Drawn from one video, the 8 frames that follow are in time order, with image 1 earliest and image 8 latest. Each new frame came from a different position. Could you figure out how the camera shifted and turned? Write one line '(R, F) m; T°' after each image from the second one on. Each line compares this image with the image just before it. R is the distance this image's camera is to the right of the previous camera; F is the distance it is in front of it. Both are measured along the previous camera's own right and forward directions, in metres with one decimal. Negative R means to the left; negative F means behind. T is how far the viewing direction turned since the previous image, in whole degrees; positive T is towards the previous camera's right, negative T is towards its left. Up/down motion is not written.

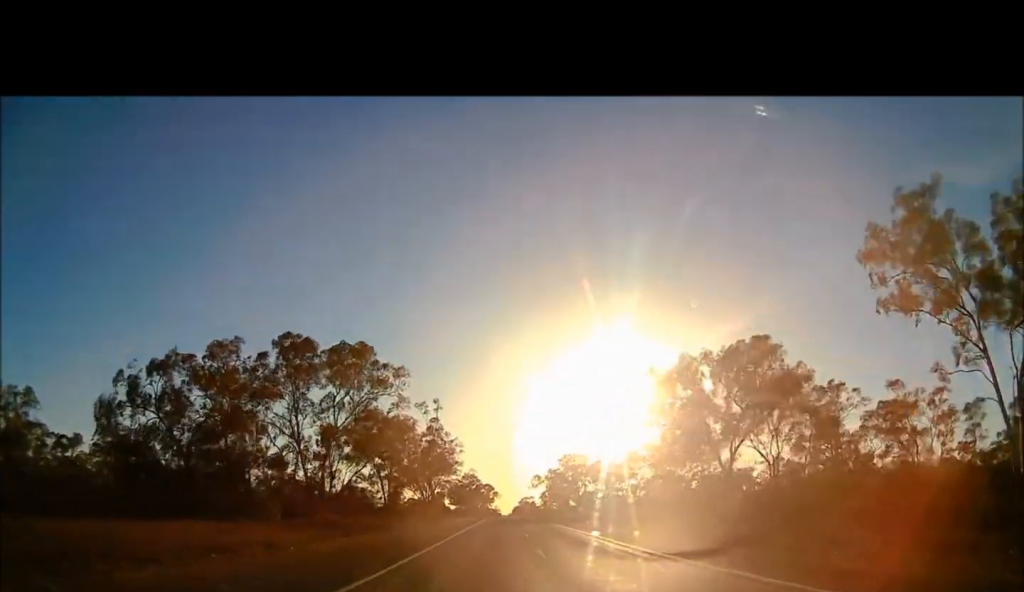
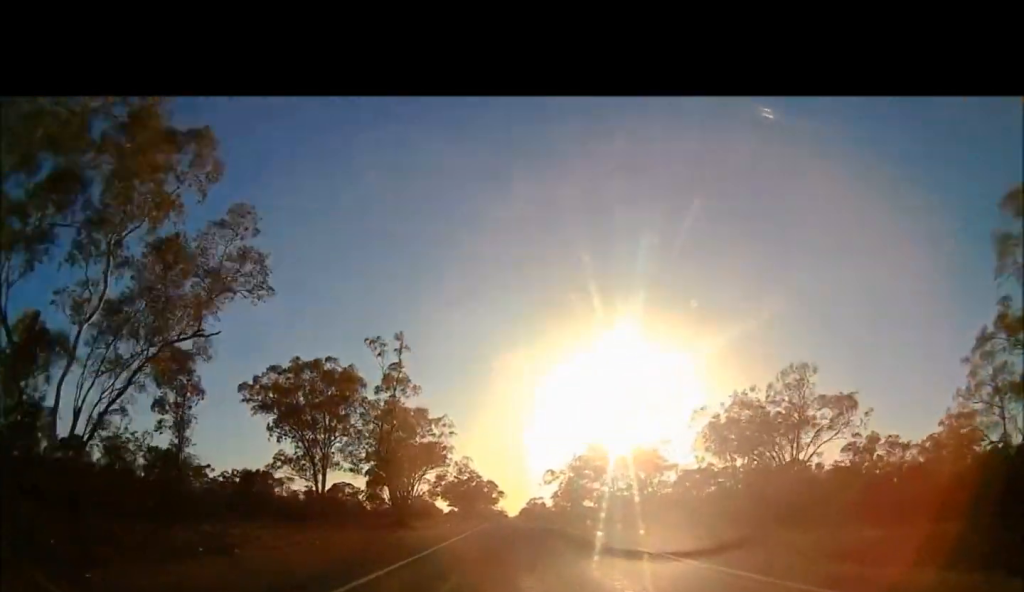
(0.0, +44.5) m; 0°
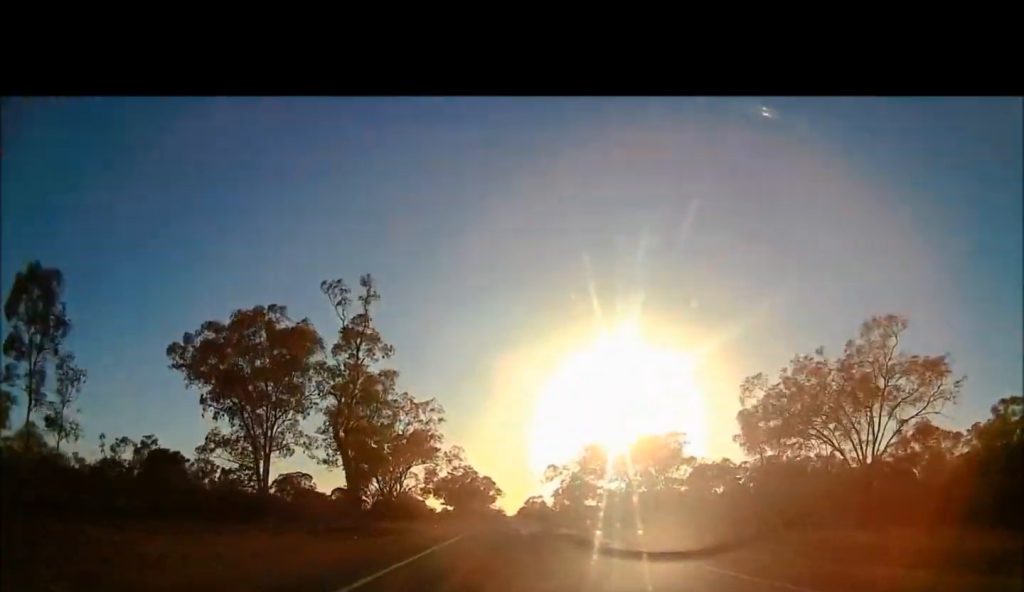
(0.0, +16.9) m; 0°
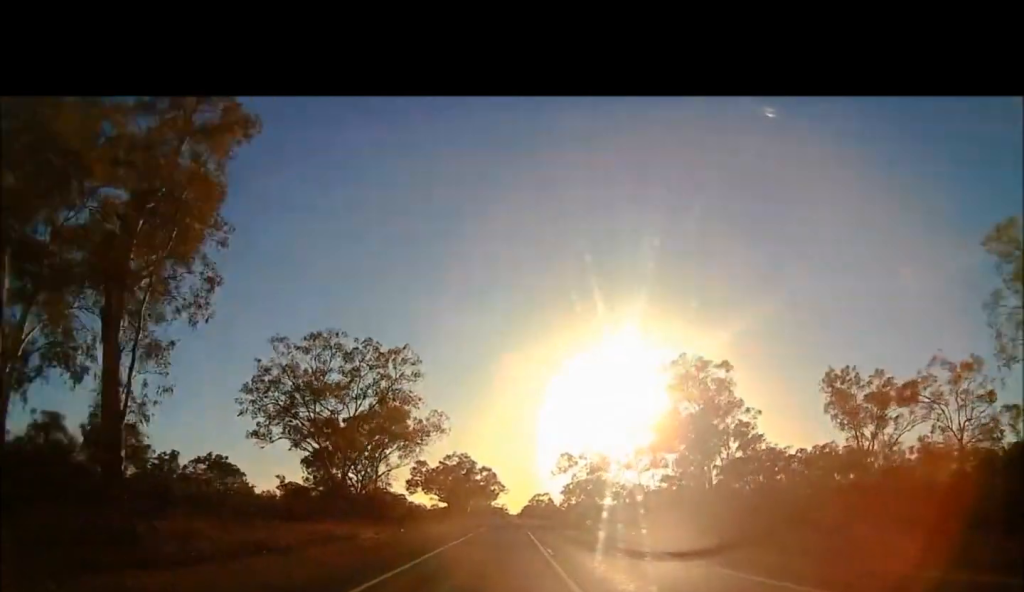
(0.0, +31.8) m; 0°
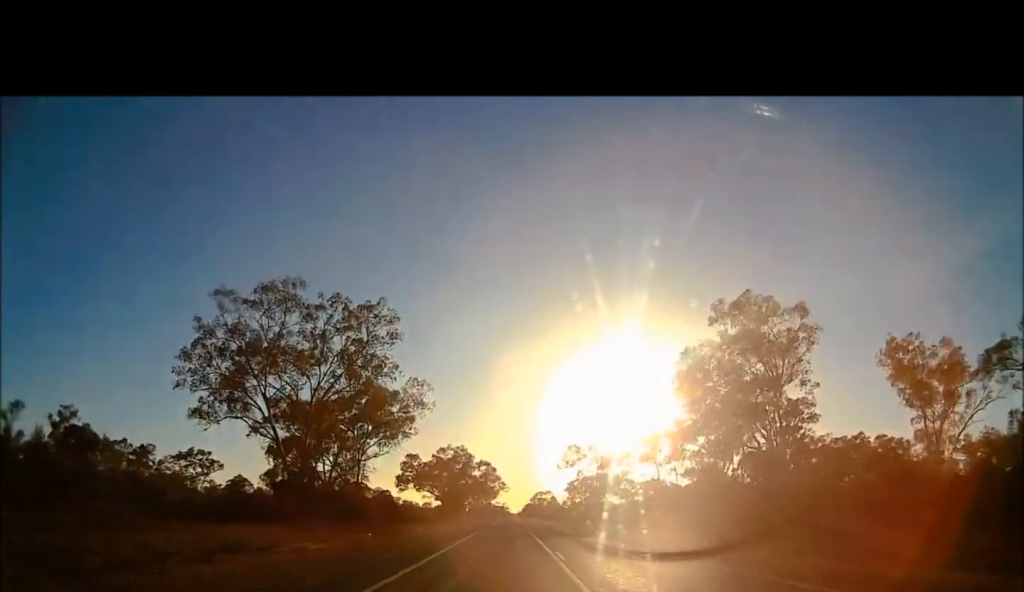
(0.0, +14.9) m; 0°
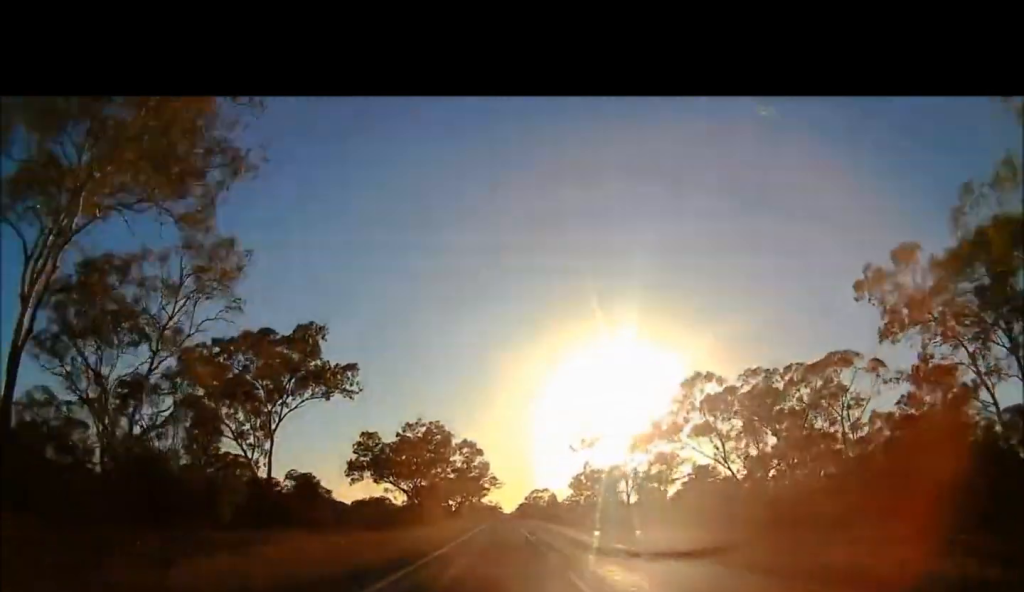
(0.0, +36.1) m; 0°
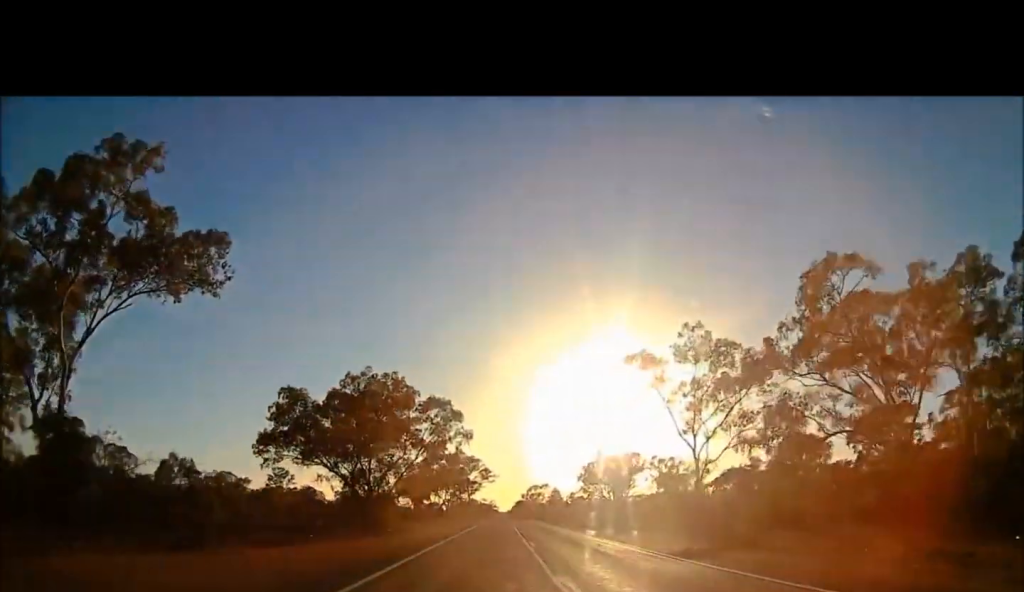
(0.0, +33.3) m; 0°
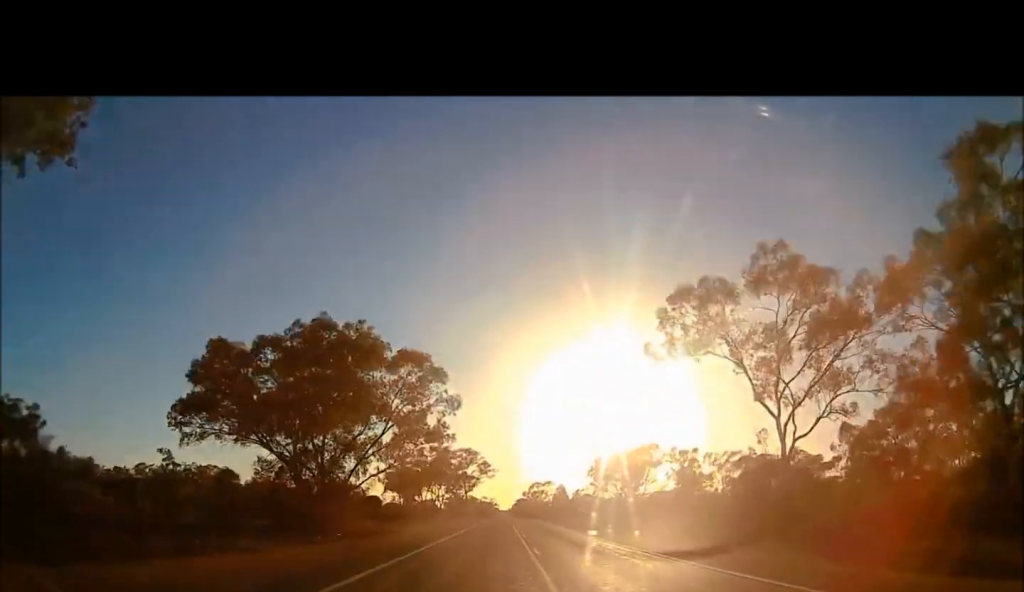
(0.0, +16.6) m; 0°
